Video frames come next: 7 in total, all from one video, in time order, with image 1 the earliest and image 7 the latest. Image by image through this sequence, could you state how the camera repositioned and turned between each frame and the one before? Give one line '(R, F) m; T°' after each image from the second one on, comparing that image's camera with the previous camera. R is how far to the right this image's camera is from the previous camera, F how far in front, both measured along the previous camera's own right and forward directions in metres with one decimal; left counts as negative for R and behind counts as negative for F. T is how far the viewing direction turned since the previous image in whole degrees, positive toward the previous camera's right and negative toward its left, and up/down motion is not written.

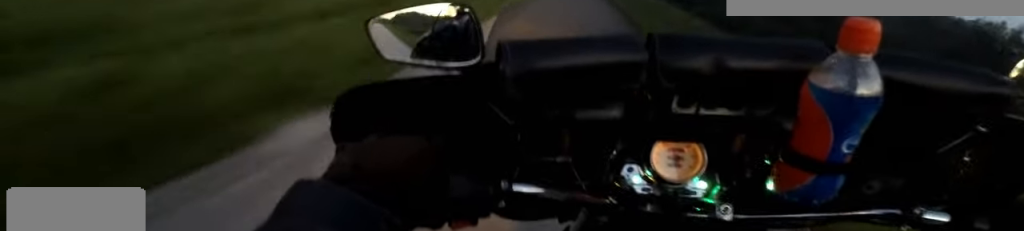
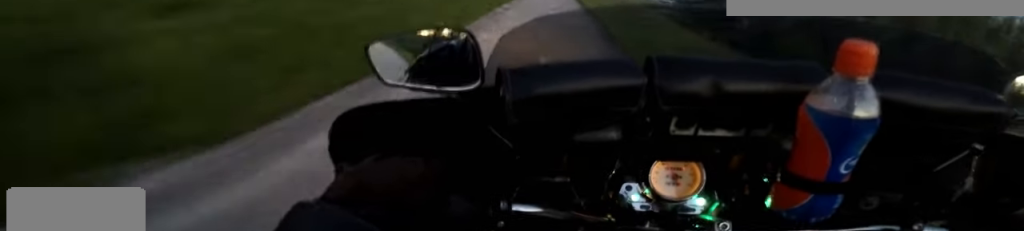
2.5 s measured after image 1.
(+0.3, +28.1) m; -3°
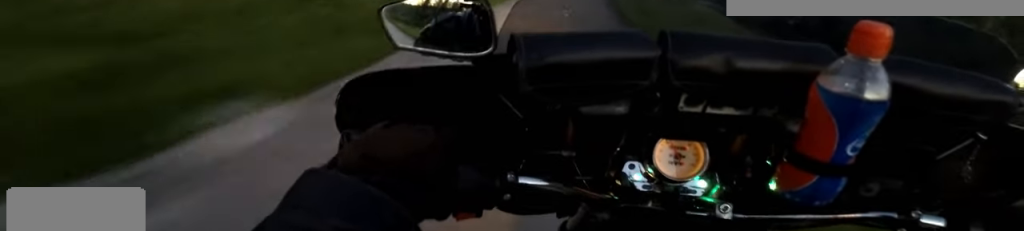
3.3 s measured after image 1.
(+0.2, +9.3) m; +1°
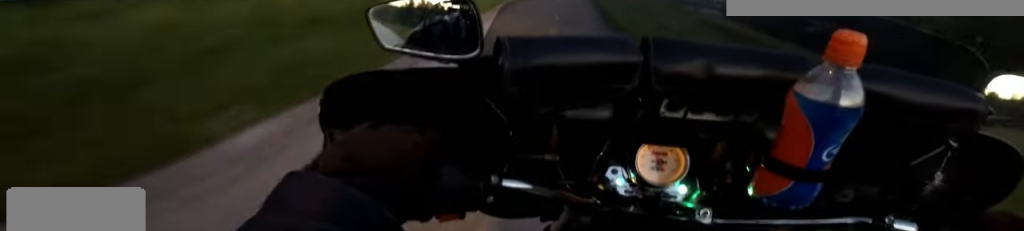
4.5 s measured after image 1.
(0.0, +13.0) m; -1°
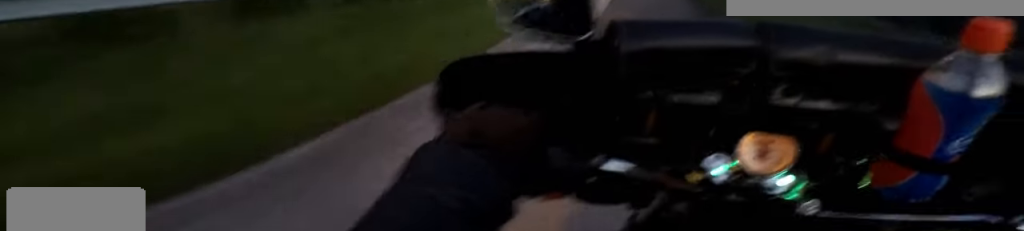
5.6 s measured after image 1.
(-0.1, +13.1) m; 0°
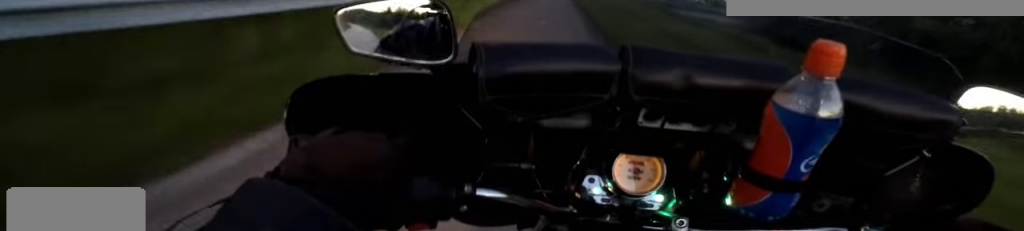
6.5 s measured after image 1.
(+0.1, +9.8) m; +1°
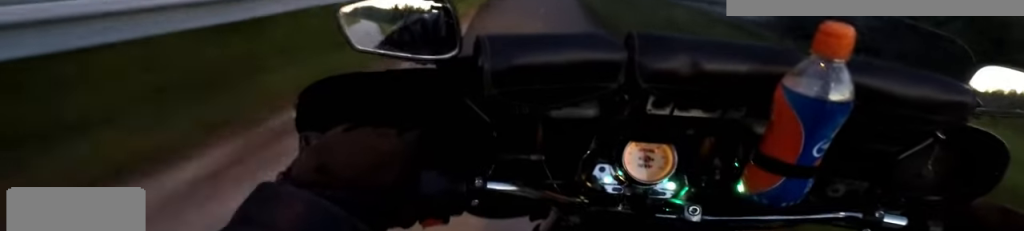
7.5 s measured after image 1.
(+0.1, +11.4) m; +1°
